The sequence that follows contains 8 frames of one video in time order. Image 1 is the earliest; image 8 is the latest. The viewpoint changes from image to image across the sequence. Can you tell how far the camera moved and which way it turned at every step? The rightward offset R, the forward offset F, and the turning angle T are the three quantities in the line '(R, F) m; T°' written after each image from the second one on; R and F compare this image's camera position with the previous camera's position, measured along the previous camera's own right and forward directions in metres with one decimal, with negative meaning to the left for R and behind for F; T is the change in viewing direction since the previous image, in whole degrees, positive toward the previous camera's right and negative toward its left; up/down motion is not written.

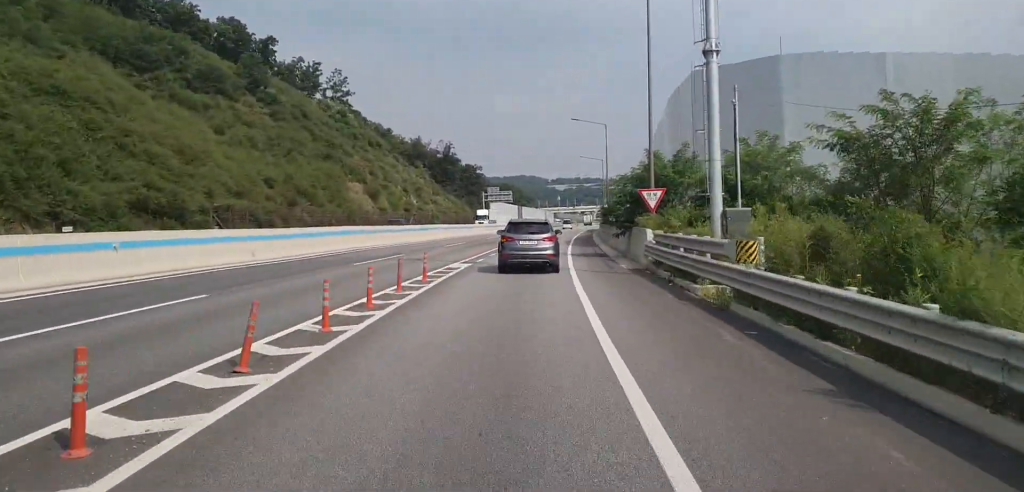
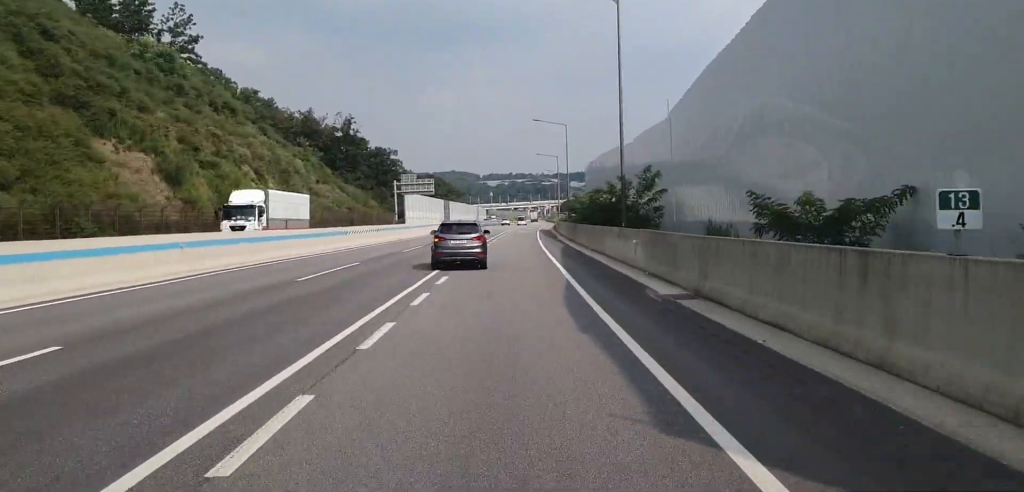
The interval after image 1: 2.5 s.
(+1.4, +45.7) m; +3°
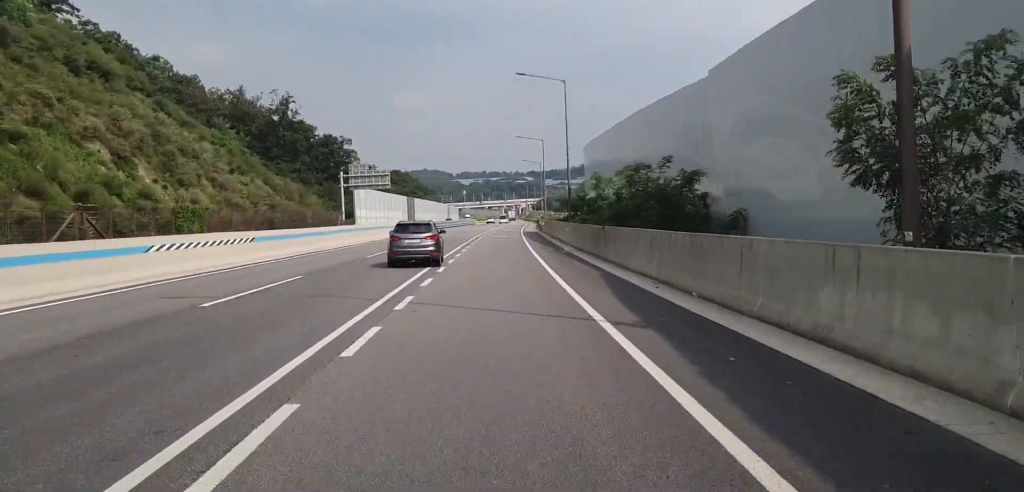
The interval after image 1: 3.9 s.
(+0.4, +26.2) m; +1°
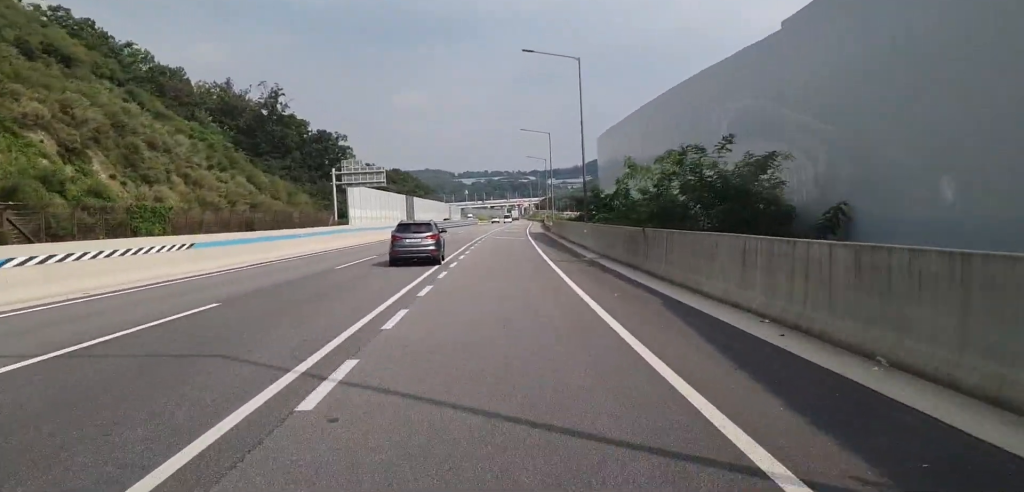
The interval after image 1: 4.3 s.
(+0.1, +7.8) m; 0°
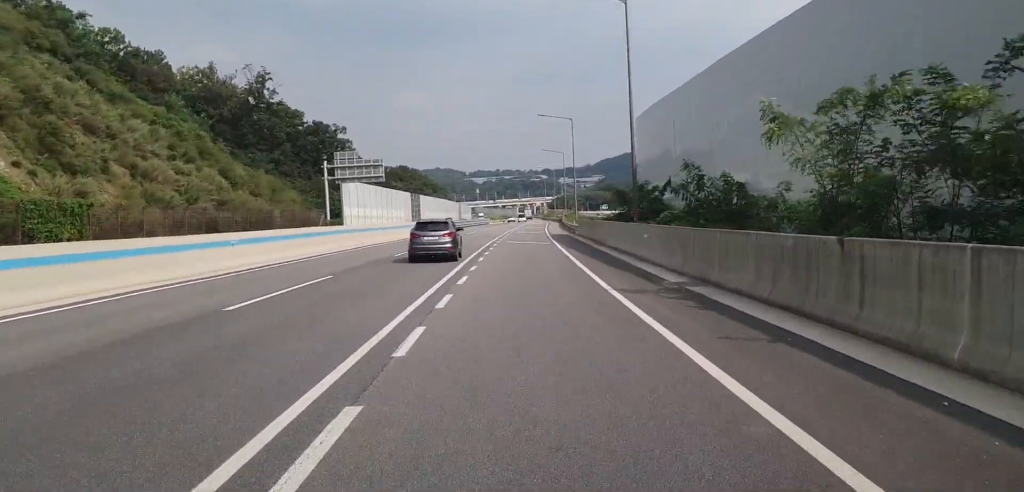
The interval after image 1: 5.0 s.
(-0.1, +13.2) m; -1°
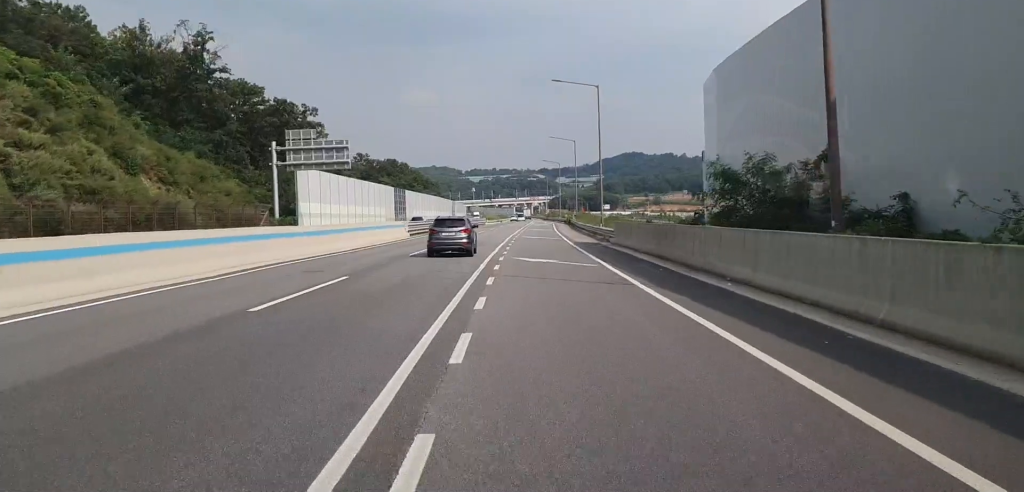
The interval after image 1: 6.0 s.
(-0.3, +21.2) m; 0°
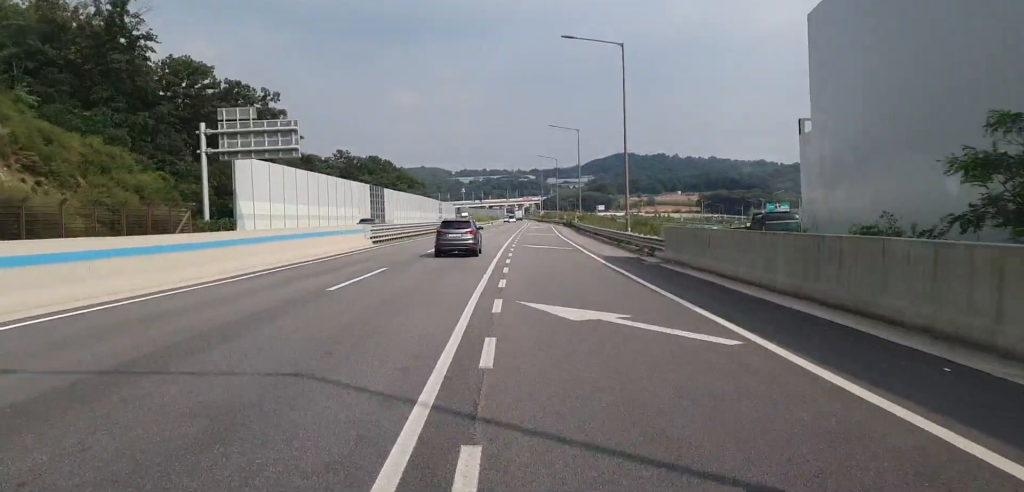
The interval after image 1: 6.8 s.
(+0.2, +15.5) m; +2°
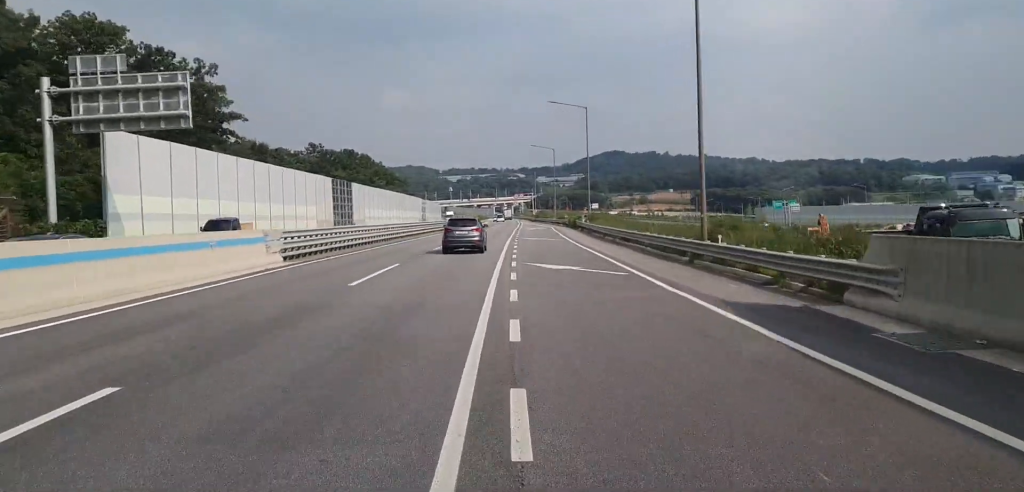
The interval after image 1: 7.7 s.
(+0.4, +18.6) m; +1°
